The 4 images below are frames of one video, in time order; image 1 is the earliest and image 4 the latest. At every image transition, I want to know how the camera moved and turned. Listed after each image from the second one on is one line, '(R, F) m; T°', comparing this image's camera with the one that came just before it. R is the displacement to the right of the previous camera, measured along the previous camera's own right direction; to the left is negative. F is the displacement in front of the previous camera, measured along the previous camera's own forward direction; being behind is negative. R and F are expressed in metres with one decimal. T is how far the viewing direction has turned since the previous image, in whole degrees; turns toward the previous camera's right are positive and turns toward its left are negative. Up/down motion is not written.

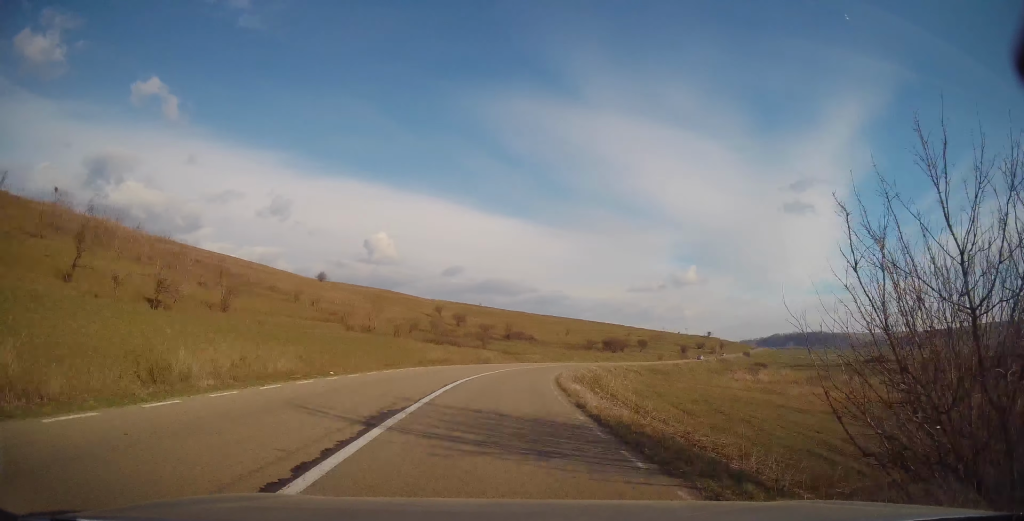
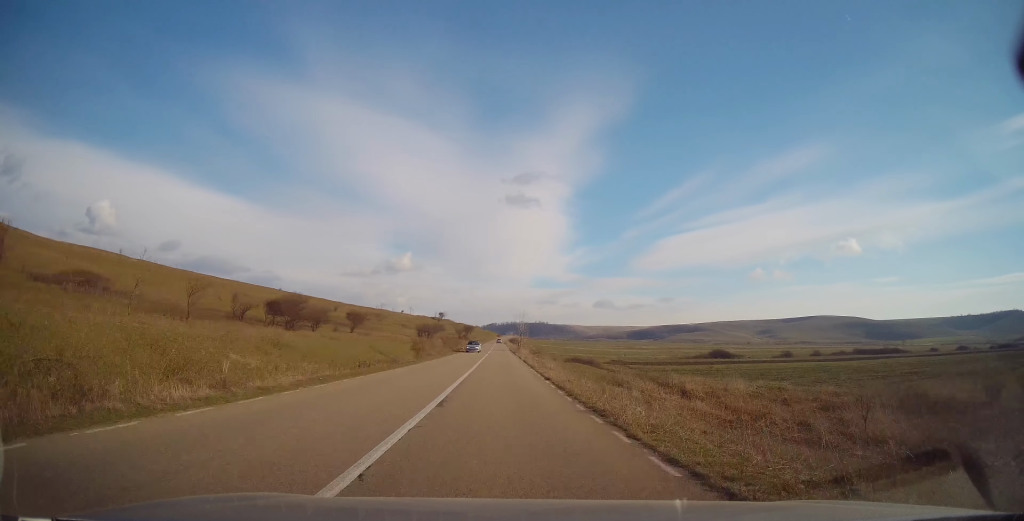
(+25.3, +95.6) m; +29°
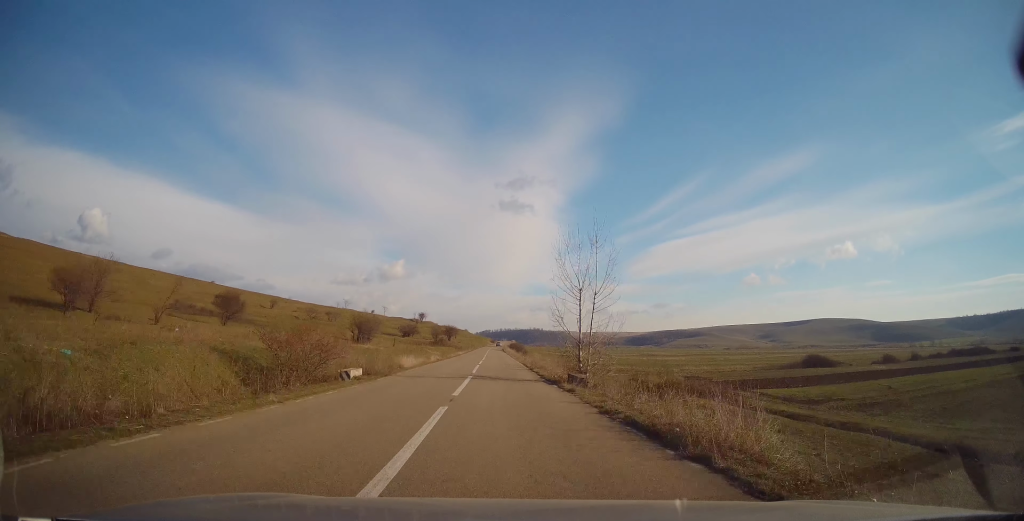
(+2.7, +60.2) m; +2°
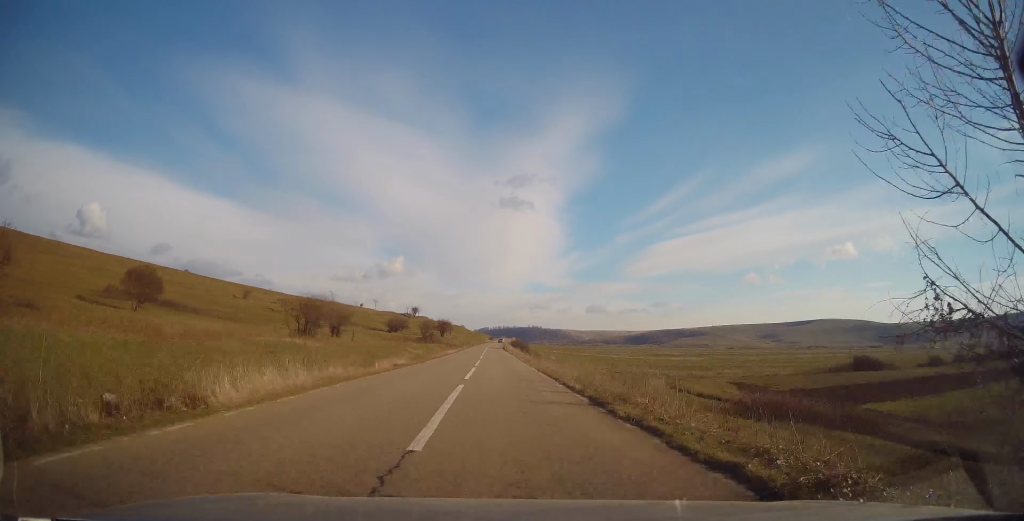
(+0.1, +19.0) m; -1°
